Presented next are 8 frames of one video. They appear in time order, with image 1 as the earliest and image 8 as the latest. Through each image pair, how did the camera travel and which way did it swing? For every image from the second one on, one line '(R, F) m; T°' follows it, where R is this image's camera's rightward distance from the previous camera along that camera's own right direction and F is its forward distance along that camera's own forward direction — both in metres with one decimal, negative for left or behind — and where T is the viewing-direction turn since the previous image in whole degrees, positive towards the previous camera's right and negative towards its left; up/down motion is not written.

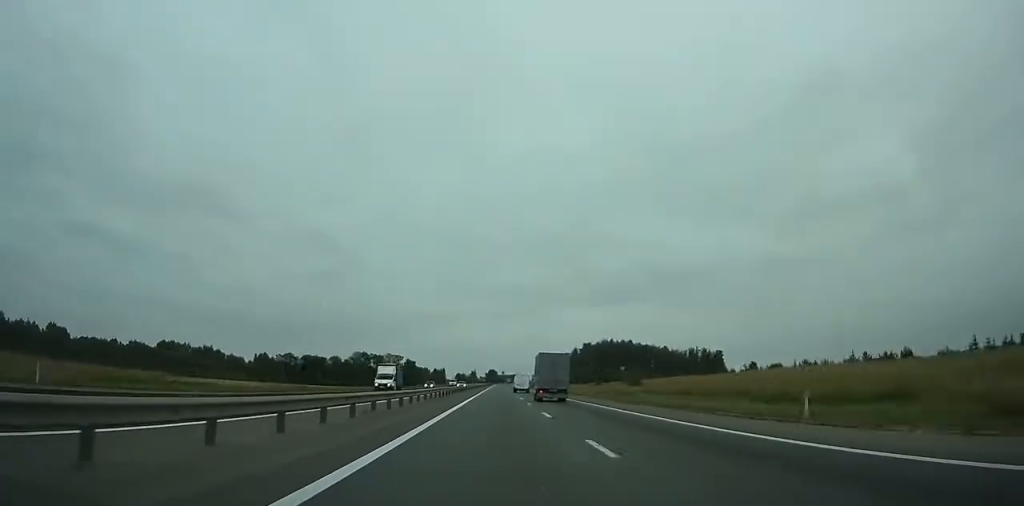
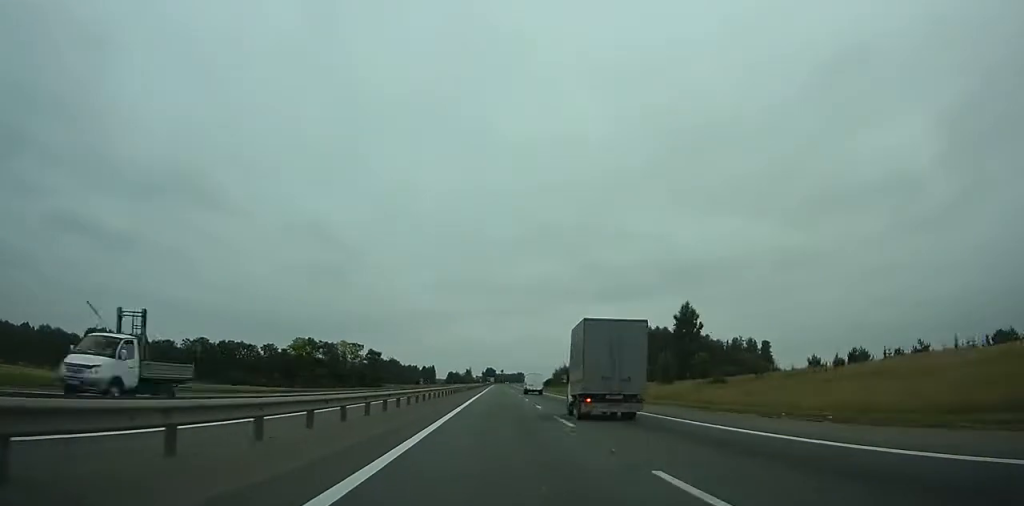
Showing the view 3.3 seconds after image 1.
(-0.2, +76.1) m; 0°
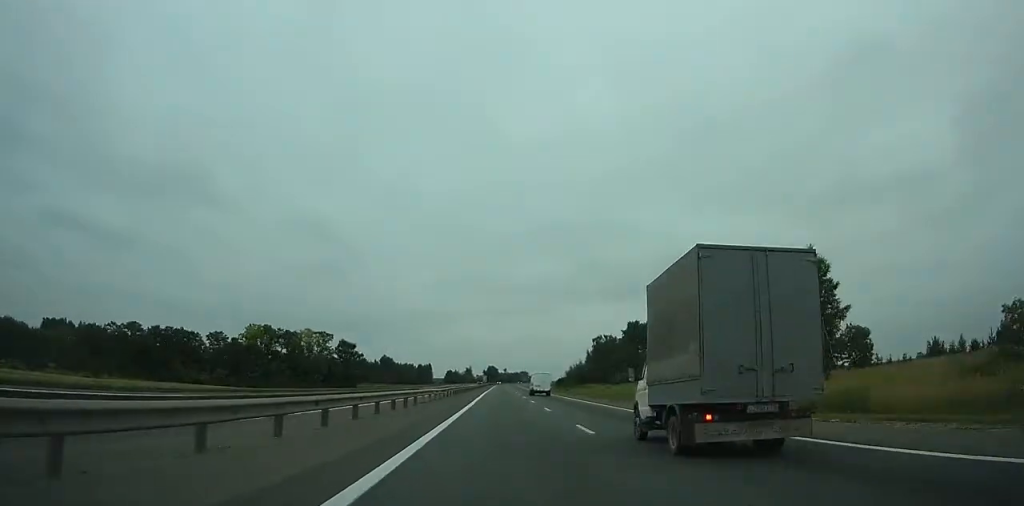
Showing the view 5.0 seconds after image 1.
(+0.1, +39.4) m; 0°
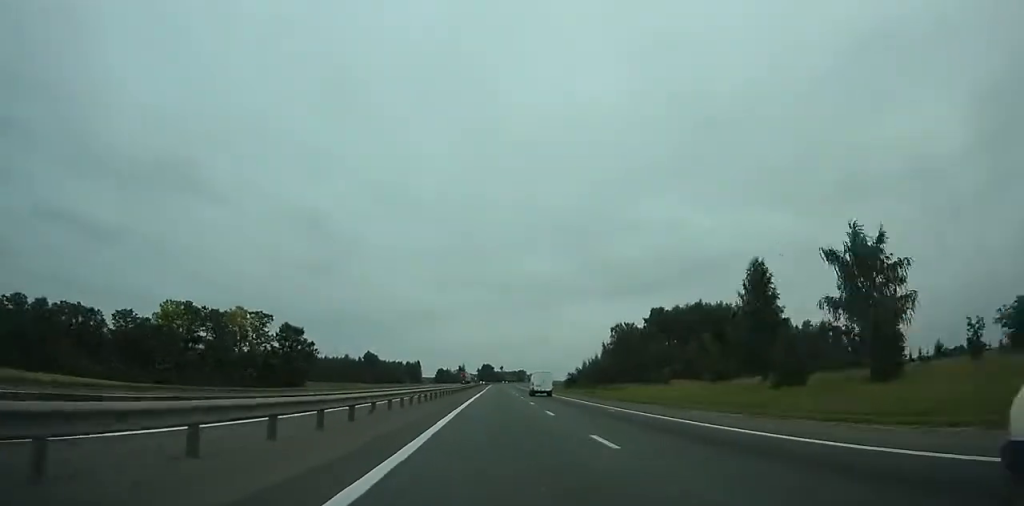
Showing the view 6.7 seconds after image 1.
(+0.1, +39.5) m; 0°
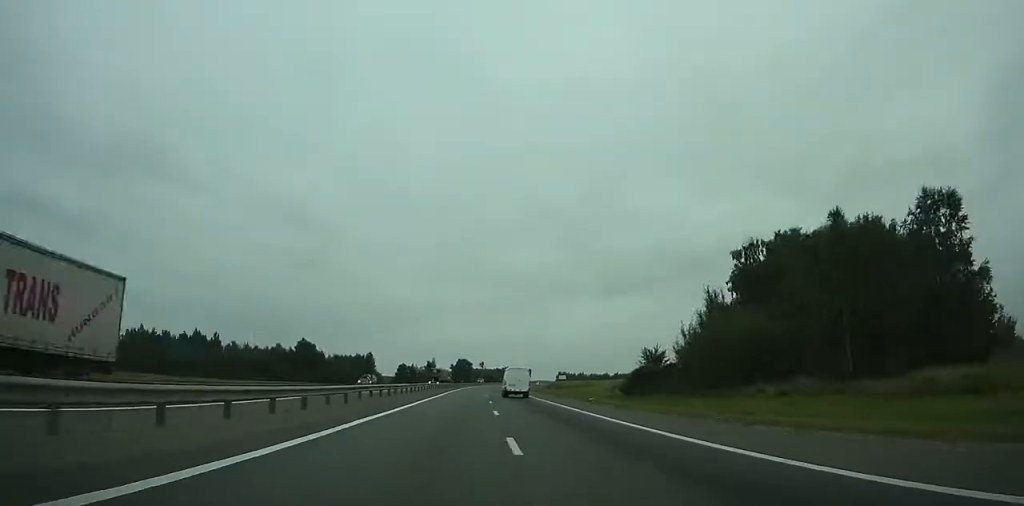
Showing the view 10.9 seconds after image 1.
(+0.8, +95.9) m; +1°
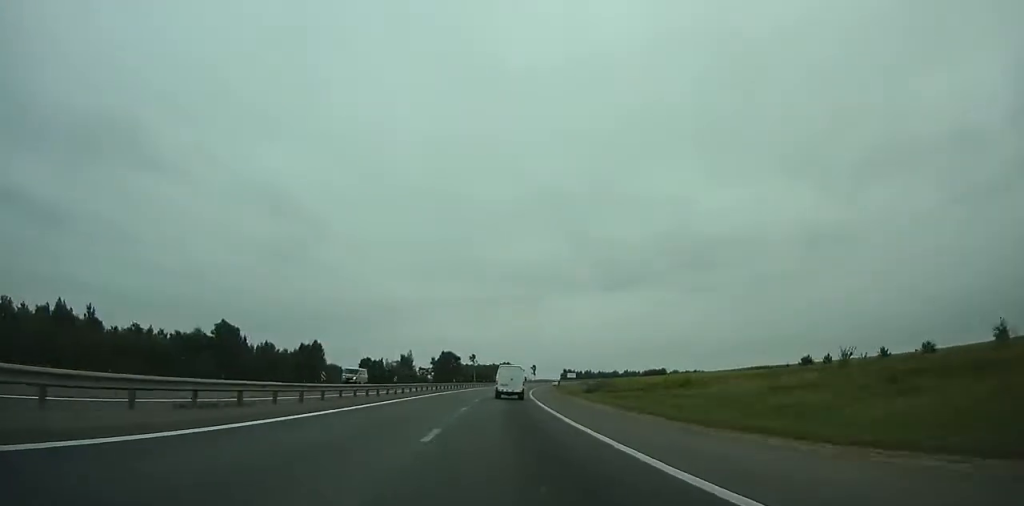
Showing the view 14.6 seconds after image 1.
(+0.9, +82.0) m; +1°
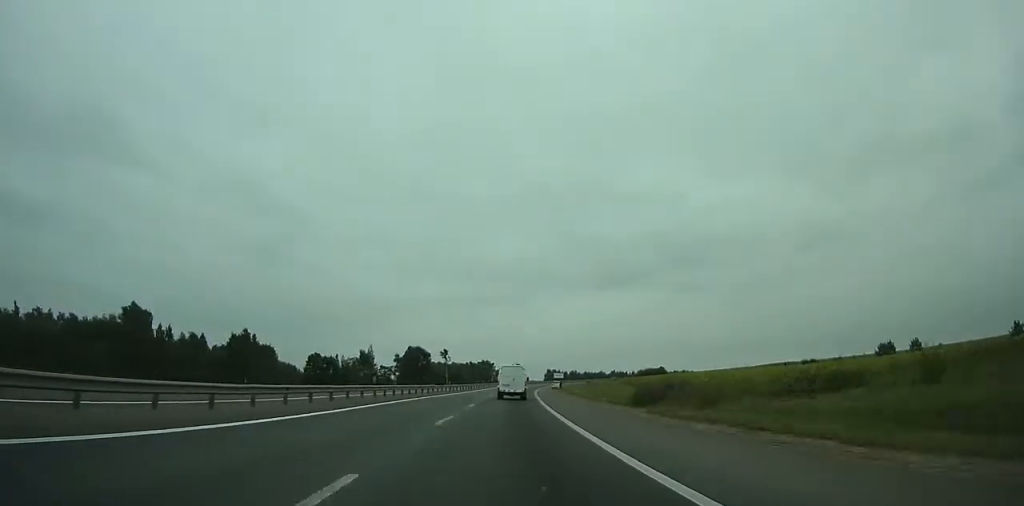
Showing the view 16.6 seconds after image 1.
(+0.2, +42.9) m; +1°
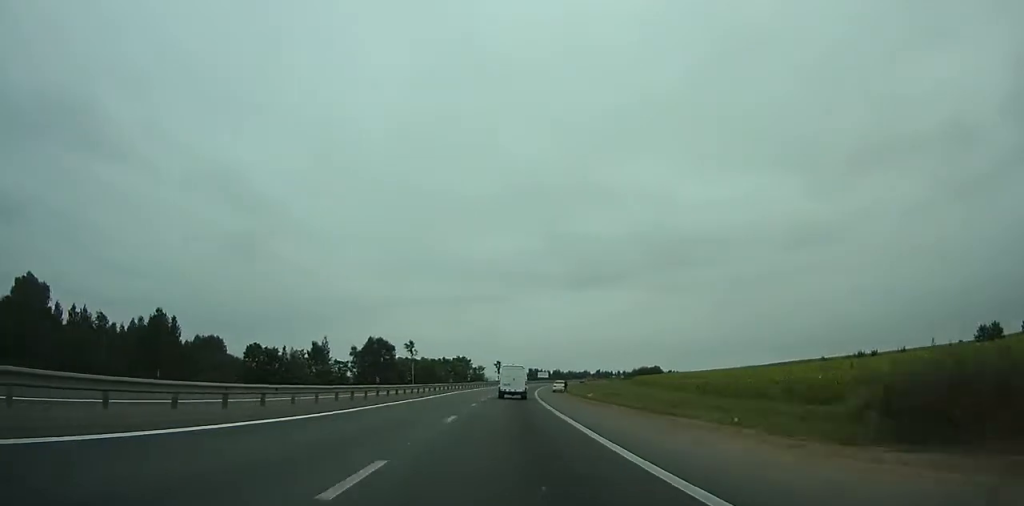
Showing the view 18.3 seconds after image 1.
(+0.1, +35.7) m; +2°
